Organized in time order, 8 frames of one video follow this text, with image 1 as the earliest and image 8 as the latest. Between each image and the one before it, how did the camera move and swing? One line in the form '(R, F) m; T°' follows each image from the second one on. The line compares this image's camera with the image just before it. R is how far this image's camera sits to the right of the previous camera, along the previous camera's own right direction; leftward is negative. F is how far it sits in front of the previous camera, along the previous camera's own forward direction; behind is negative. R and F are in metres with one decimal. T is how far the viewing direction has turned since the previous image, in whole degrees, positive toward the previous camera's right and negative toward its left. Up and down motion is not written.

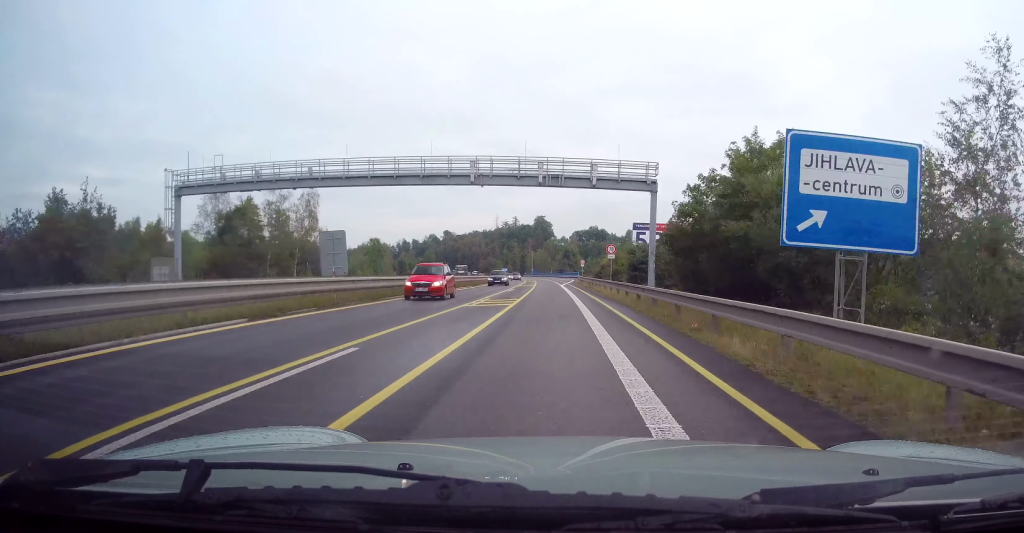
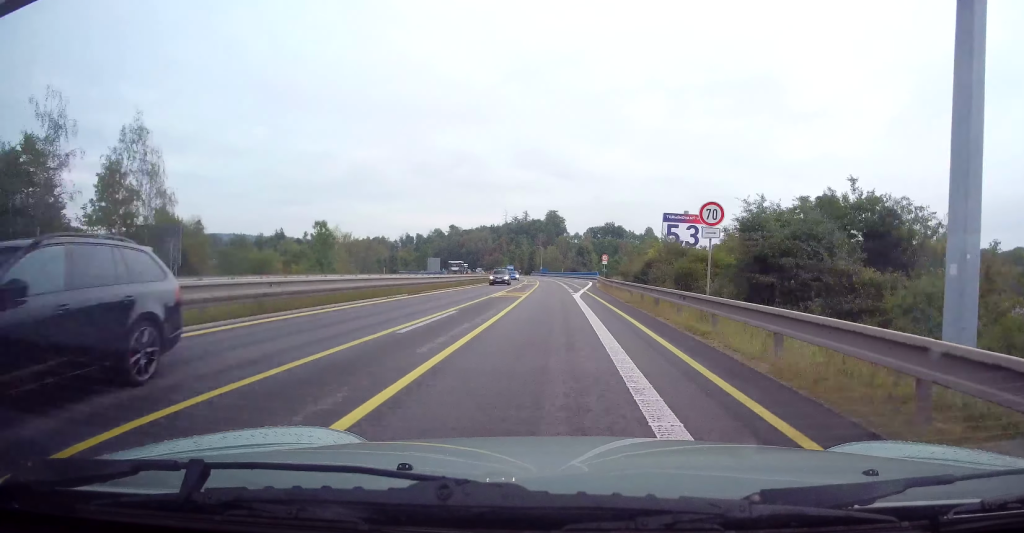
(-0.3, +27.6) m; -2°
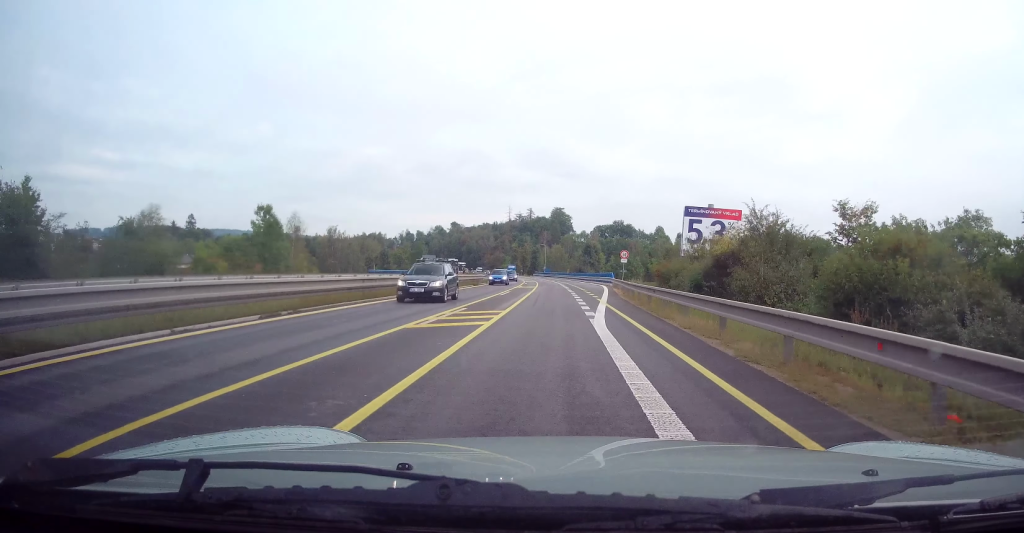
(-0.2, +15.8) m; -1°
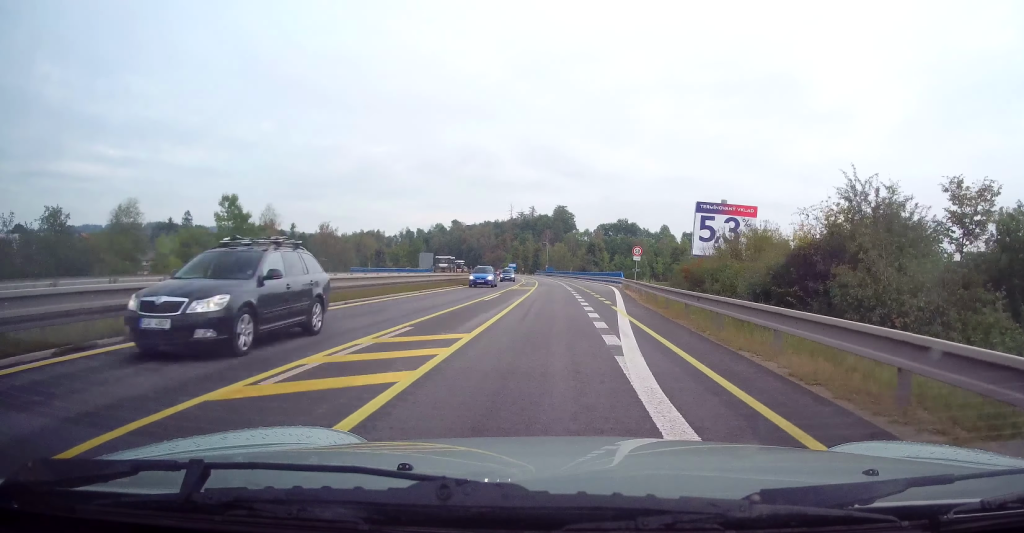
(0.0, +7.2) m; 0°
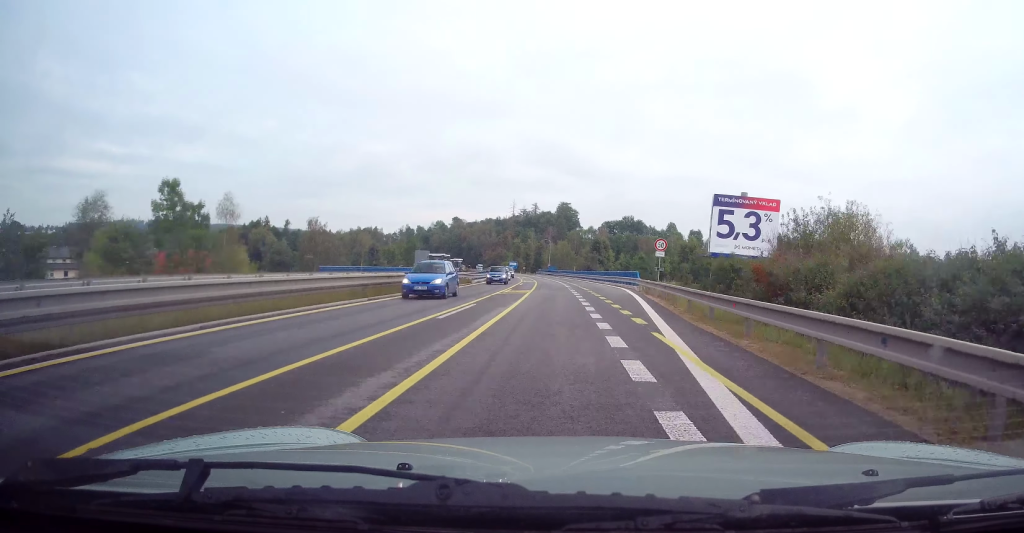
(0.0, +9.1) m; 0°
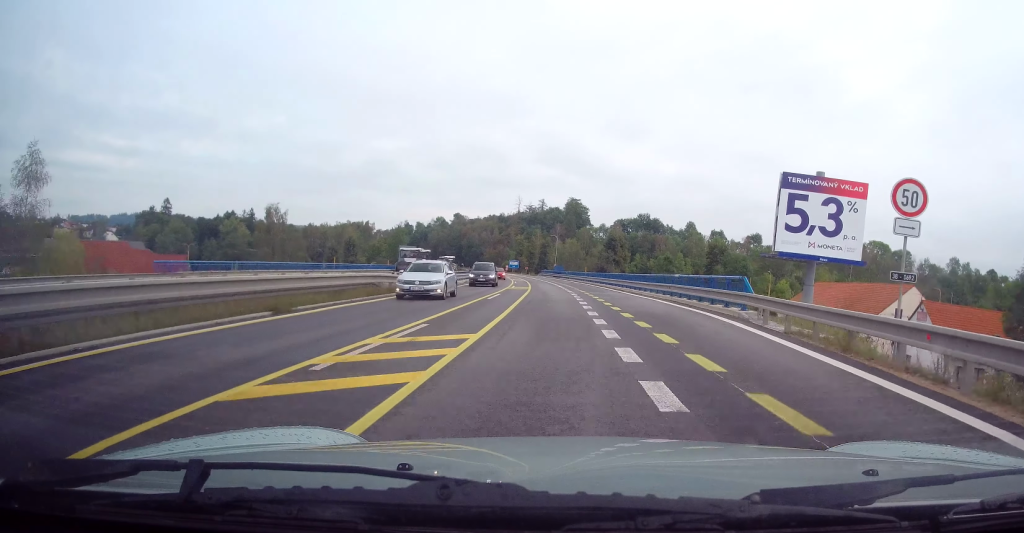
(-0.4, +25.0) m; -1°
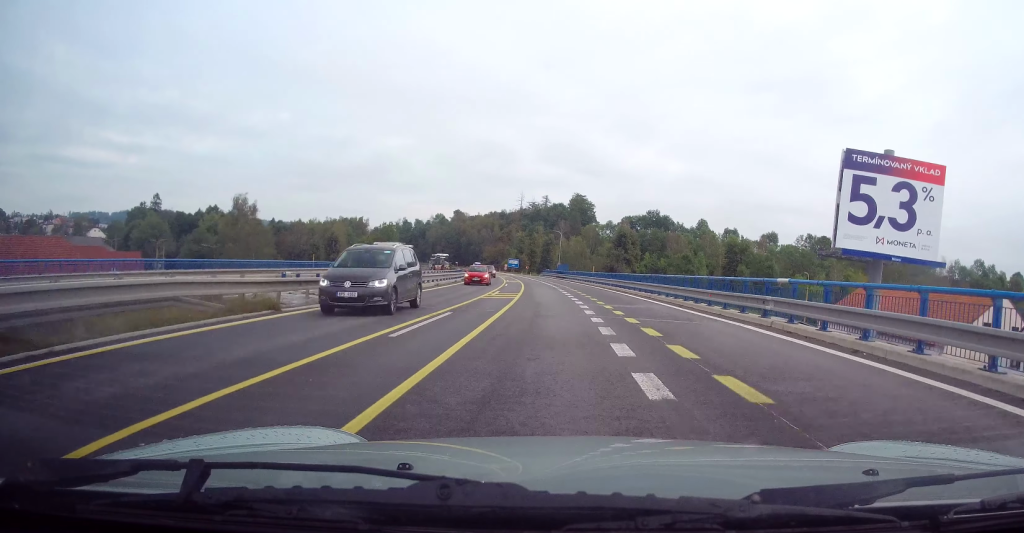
(0.0, +14.6) m; 0°
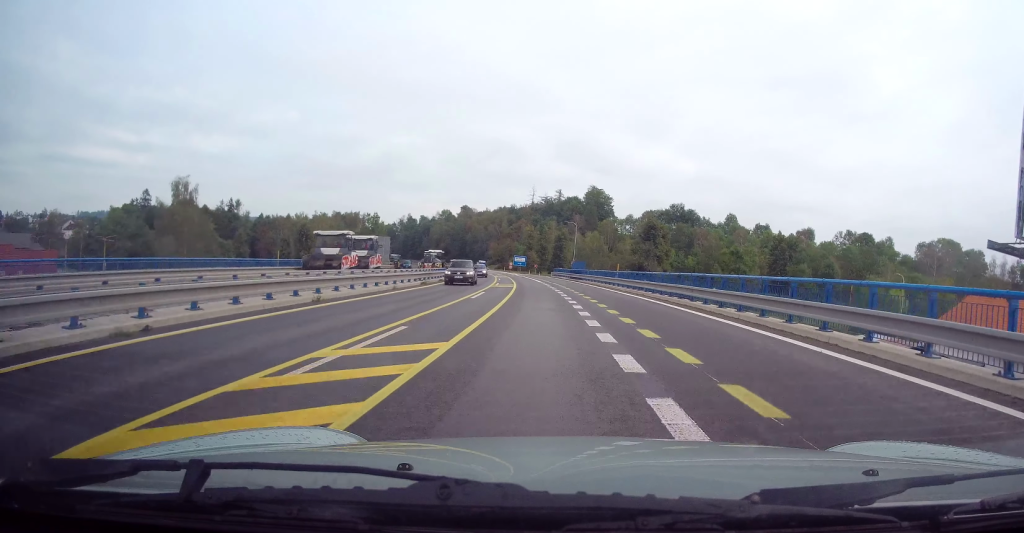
(-0.2, +22.2) m; -2°
